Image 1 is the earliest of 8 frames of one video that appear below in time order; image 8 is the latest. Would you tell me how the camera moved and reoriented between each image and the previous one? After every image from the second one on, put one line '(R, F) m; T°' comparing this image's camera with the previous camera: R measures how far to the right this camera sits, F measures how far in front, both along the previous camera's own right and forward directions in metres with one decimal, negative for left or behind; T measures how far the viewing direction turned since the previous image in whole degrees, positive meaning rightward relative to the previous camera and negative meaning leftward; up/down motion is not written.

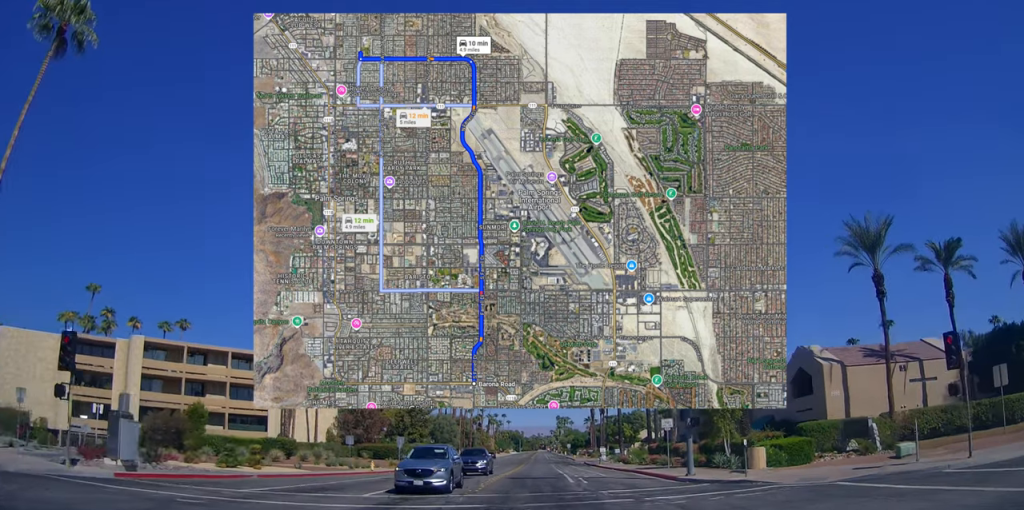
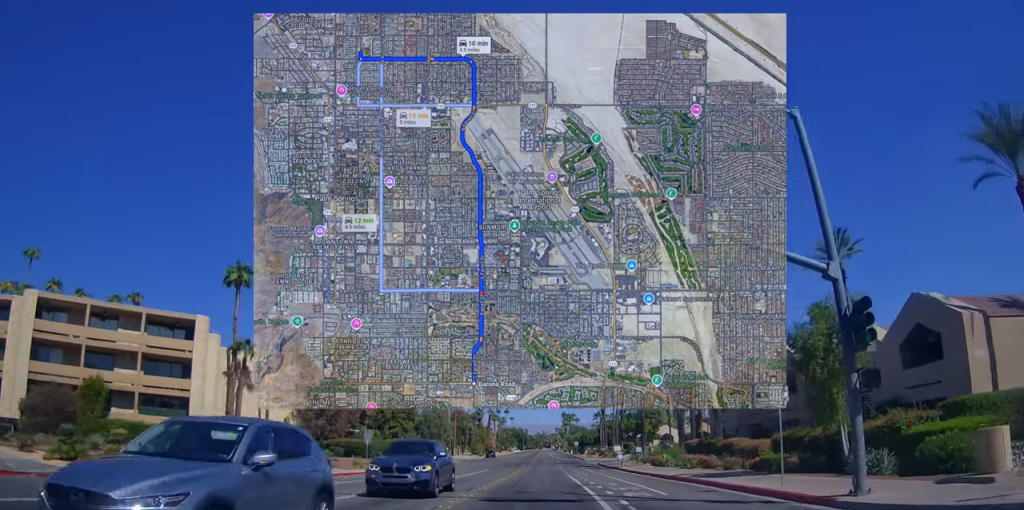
(0.0, +12.1) m; 0°
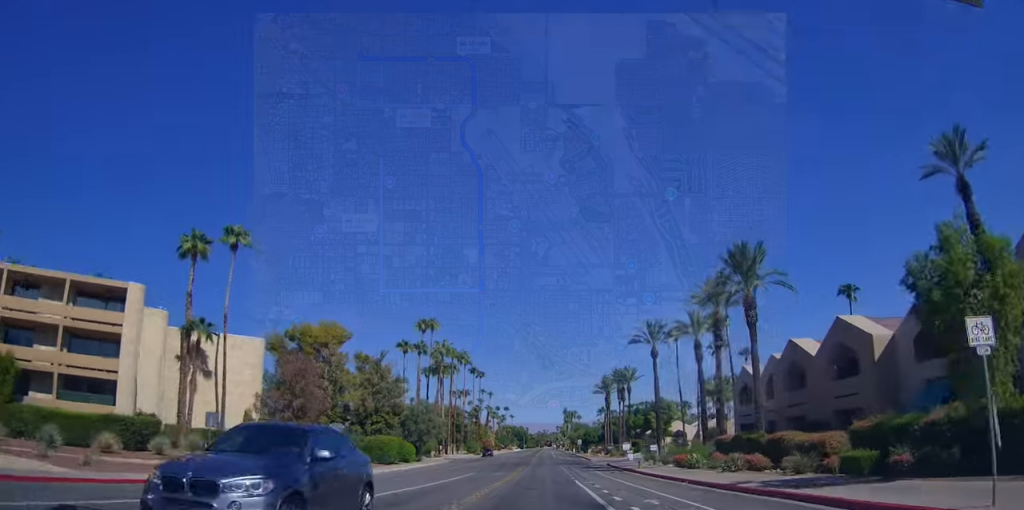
(0.0, +7.7) m; 0°
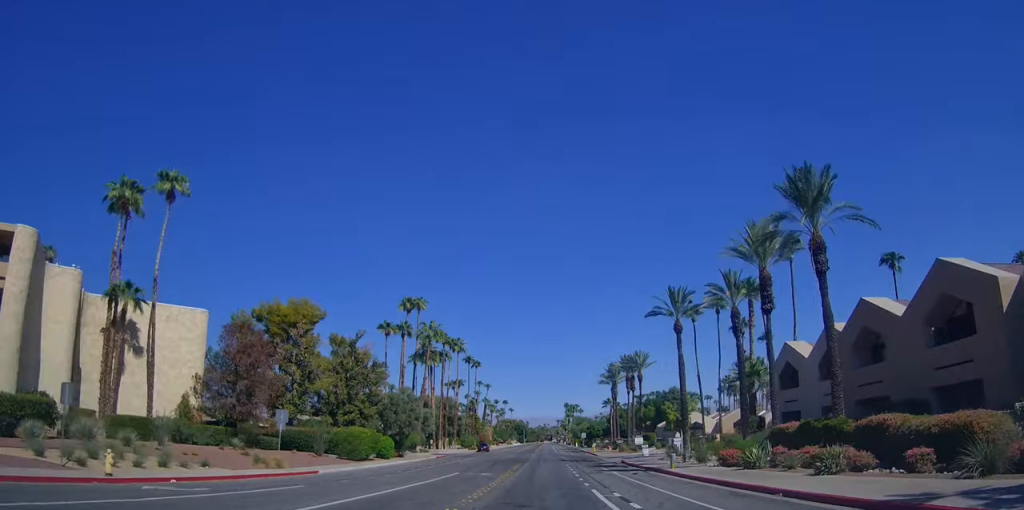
(0.0, +9.2) m; 0°
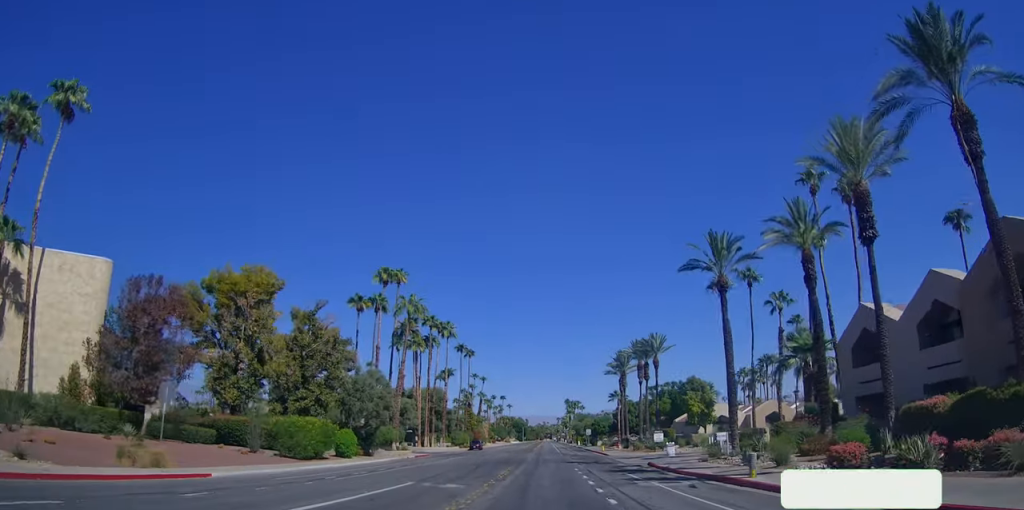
(0.0, +10.9) m; 0°
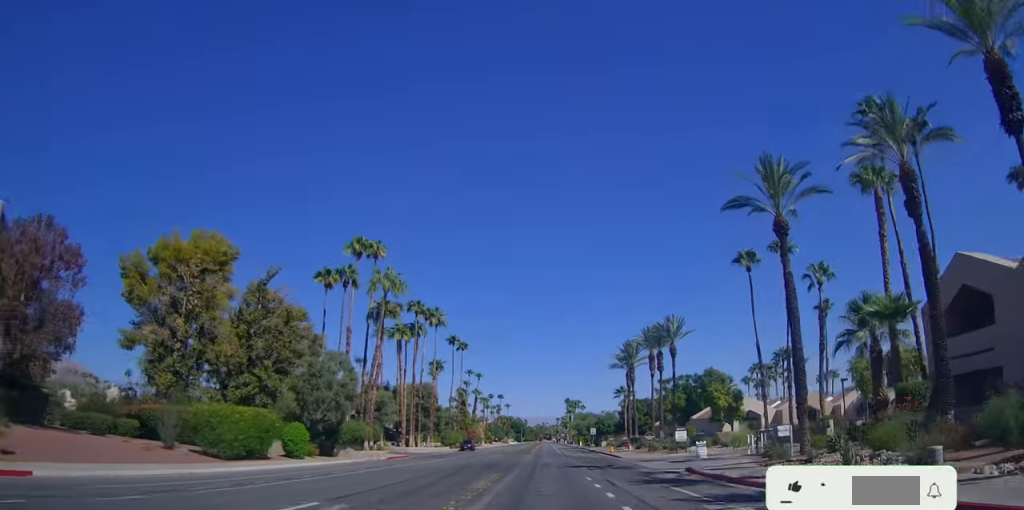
(0.0, +9.0) m; 0°
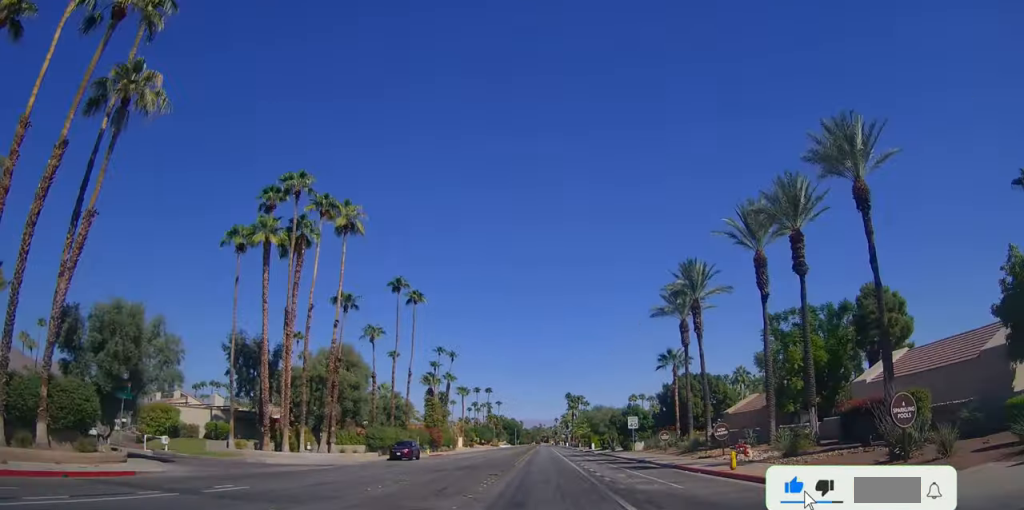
(0.0, +37.8) m; -3°
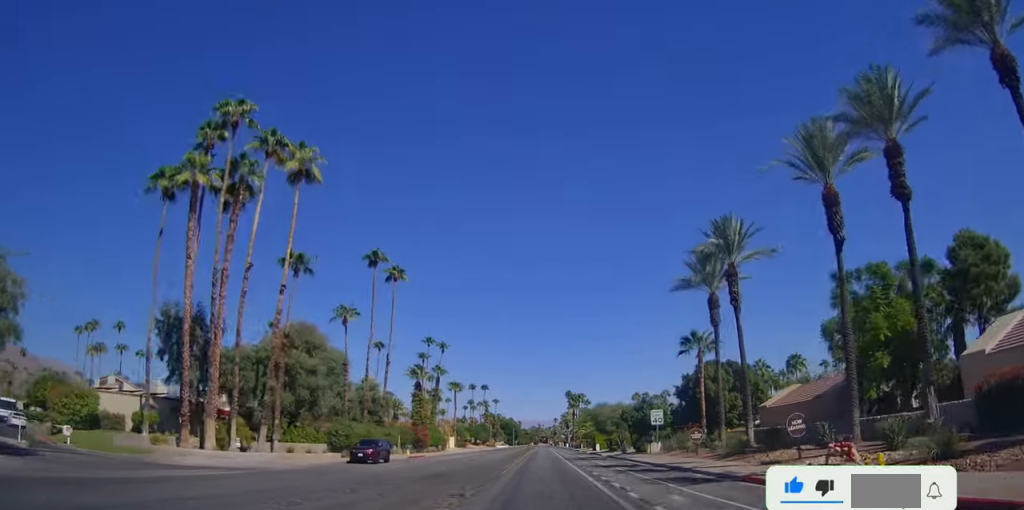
(-0.5, +10.3) m; 0°
